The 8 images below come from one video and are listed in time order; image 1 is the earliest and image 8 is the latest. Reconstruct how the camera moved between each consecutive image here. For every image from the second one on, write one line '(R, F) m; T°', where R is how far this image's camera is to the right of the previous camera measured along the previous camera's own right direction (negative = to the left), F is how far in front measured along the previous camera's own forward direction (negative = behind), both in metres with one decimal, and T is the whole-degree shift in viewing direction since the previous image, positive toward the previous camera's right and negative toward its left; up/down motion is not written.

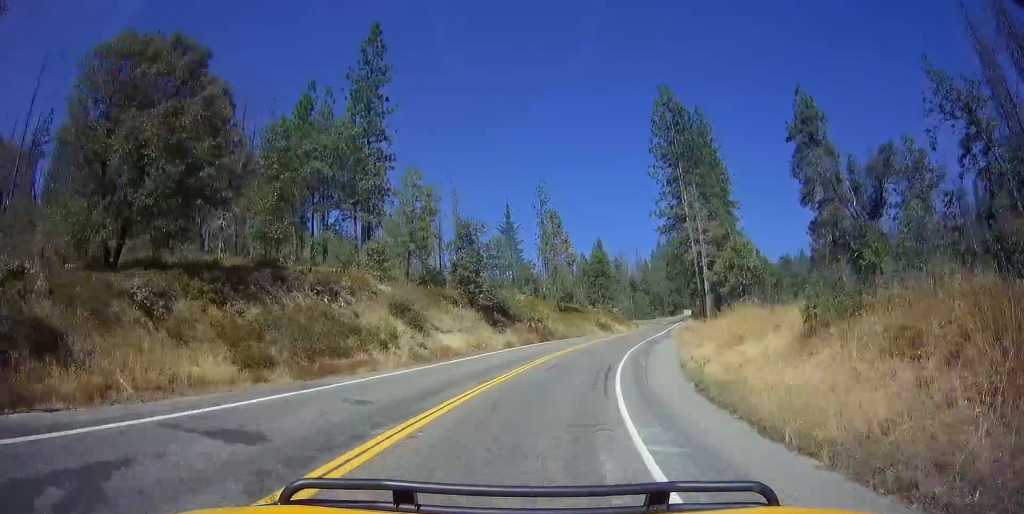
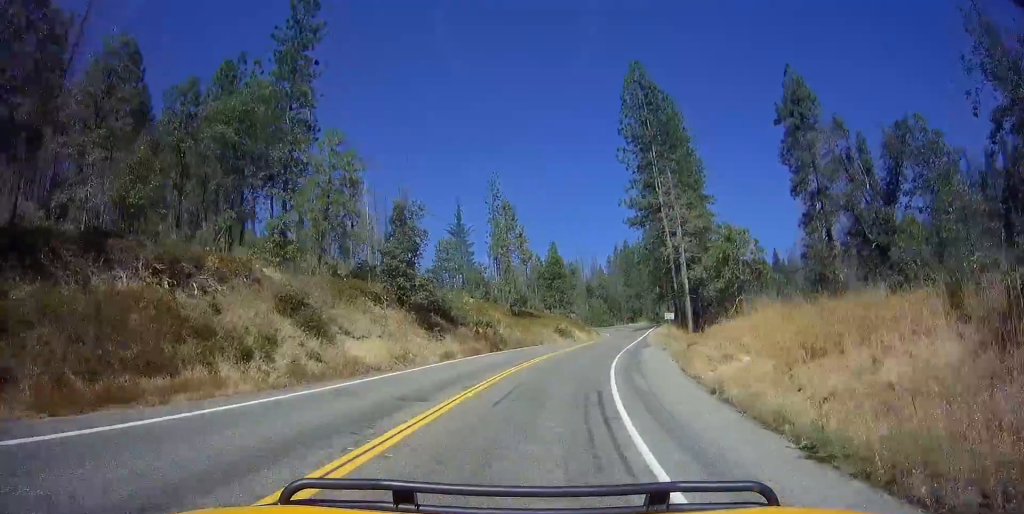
(+0.8, +8.9) m; +2°
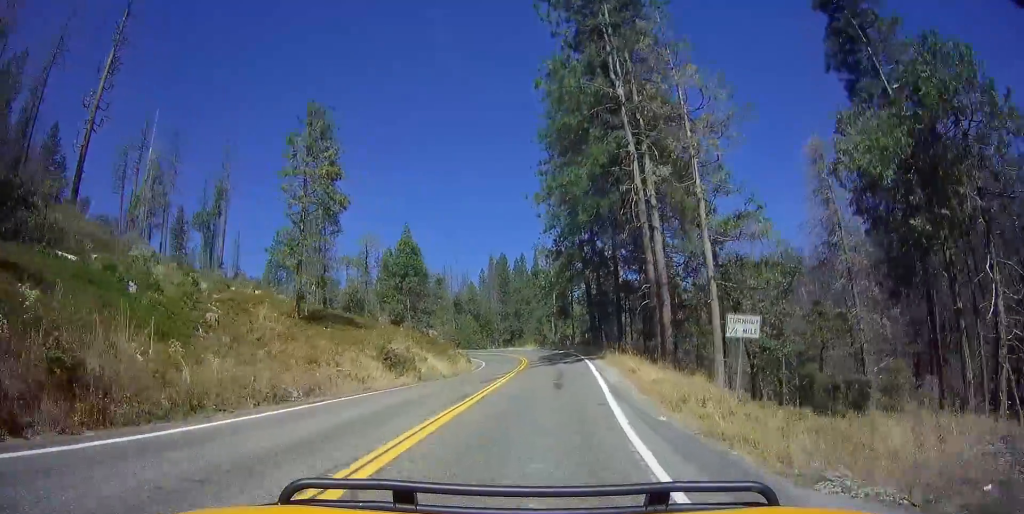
(-0.6, +29.9) m; -2°
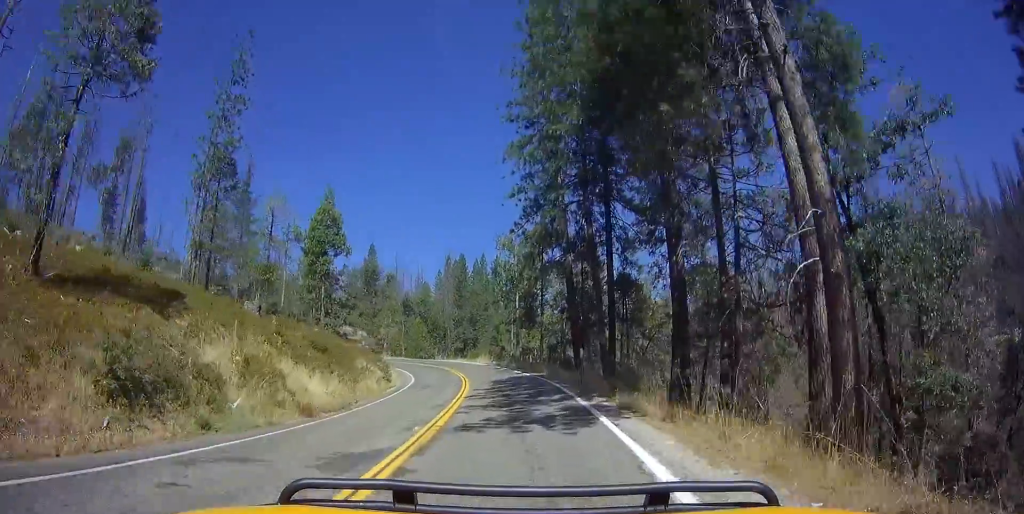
(-0.1, +16.4) m; -1°
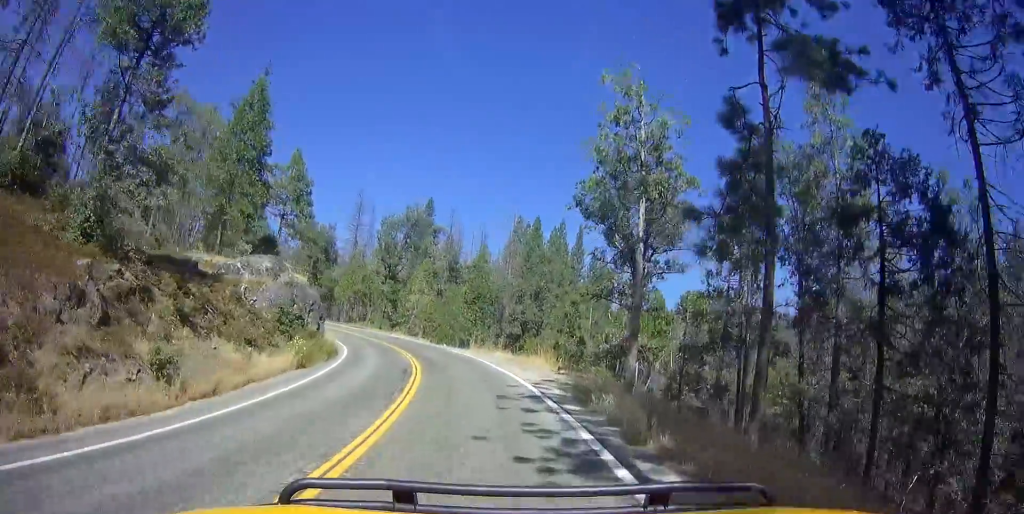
(-3.3, +33.2) m; -18°
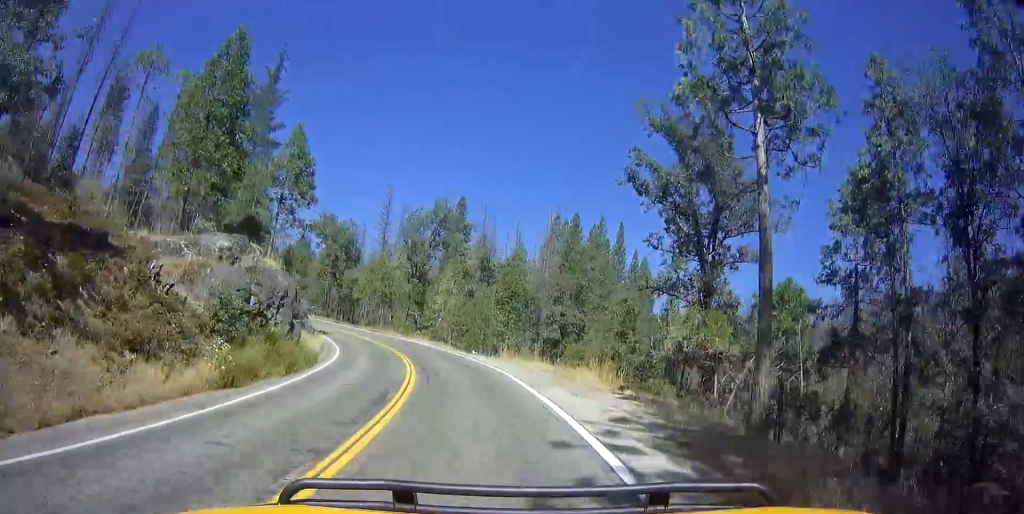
(-0.5, +8.2) m; -7°
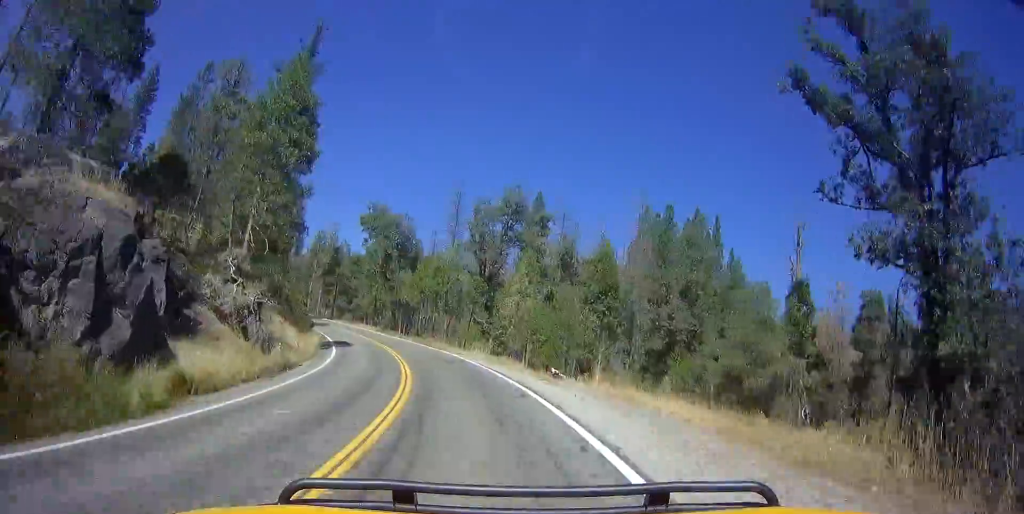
(-1.5, +15.1) m; -5°
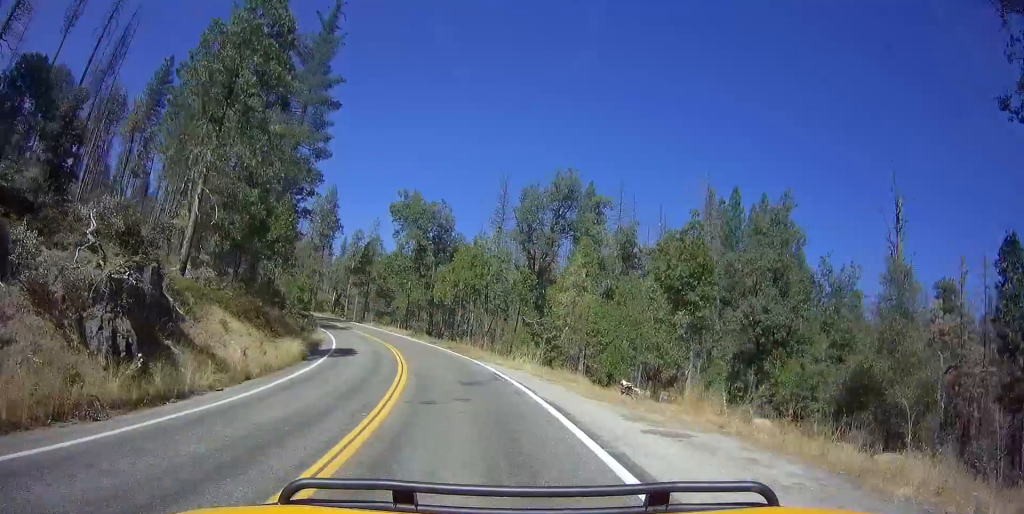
(-0.2, +10.1) m; -2°
